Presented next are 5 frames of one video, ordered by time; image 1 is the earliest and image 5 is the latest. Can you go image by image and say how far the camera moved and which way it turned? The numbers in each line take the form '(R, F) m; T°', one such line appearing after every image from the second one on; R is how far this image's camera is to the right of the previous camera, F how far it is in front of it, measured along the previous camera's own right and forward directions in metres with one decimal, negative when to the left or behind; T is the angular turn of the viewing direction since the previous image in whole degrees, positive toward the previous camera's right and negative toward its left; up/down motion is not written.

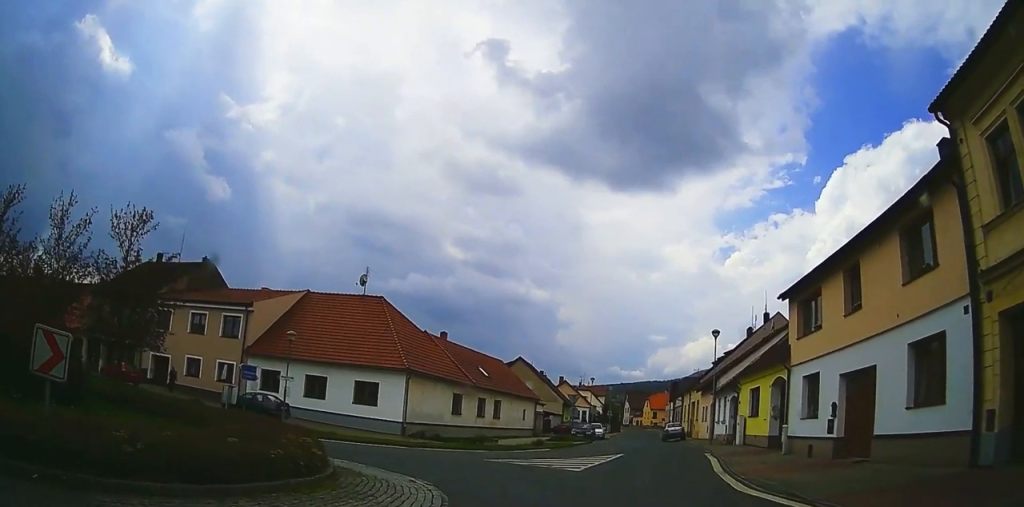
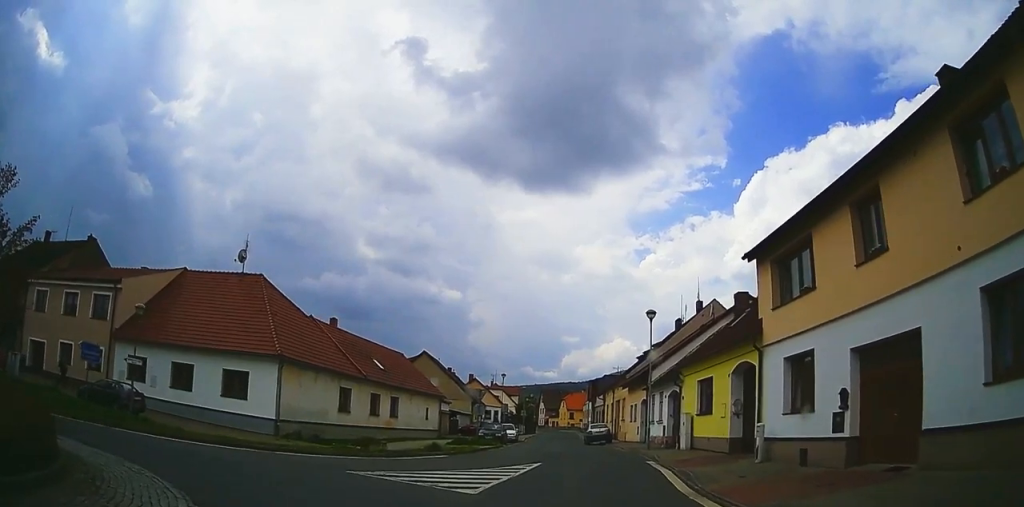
(0.0, +7.6) m; +8°
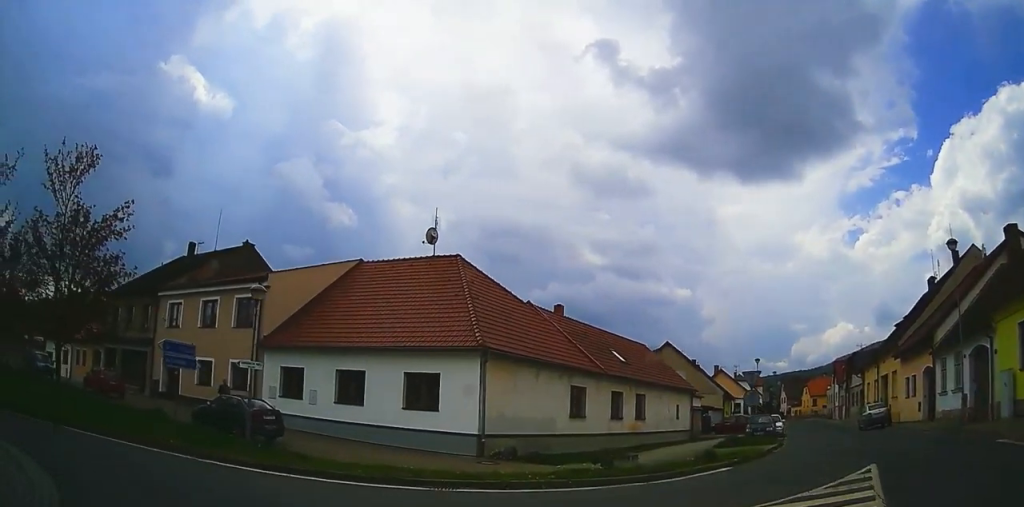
(-1.1, +7.3) m; -24°
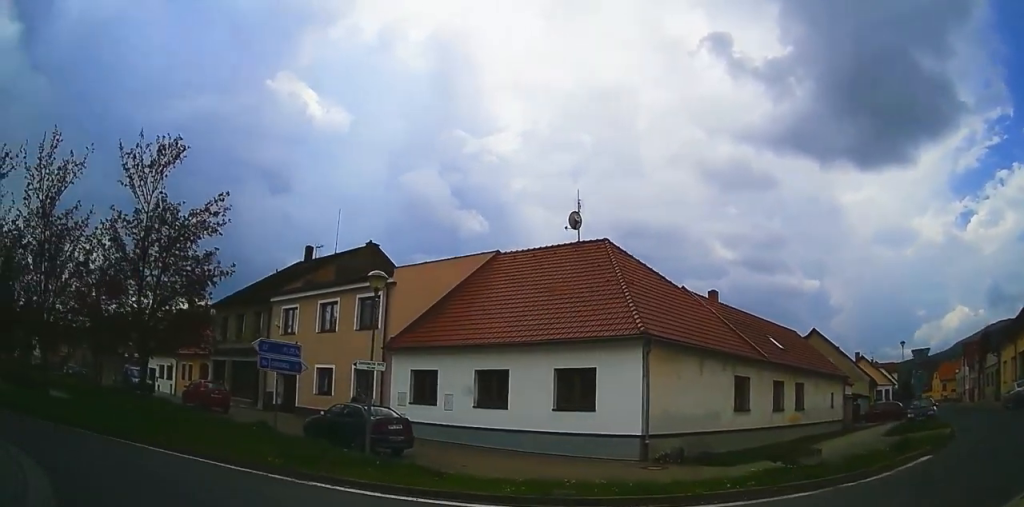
(+0.5, +2.8) m; -12°
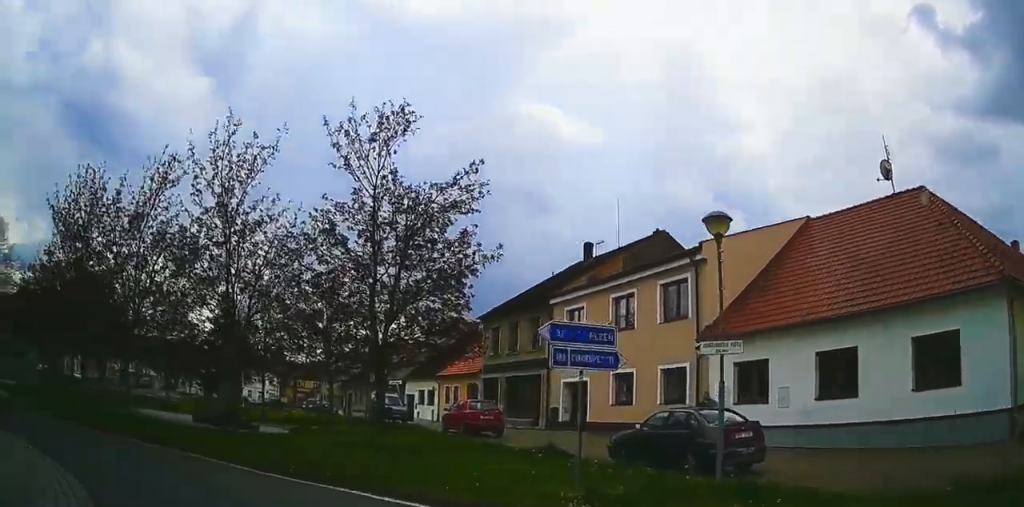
(-1.8, +4.8) m; -44°
